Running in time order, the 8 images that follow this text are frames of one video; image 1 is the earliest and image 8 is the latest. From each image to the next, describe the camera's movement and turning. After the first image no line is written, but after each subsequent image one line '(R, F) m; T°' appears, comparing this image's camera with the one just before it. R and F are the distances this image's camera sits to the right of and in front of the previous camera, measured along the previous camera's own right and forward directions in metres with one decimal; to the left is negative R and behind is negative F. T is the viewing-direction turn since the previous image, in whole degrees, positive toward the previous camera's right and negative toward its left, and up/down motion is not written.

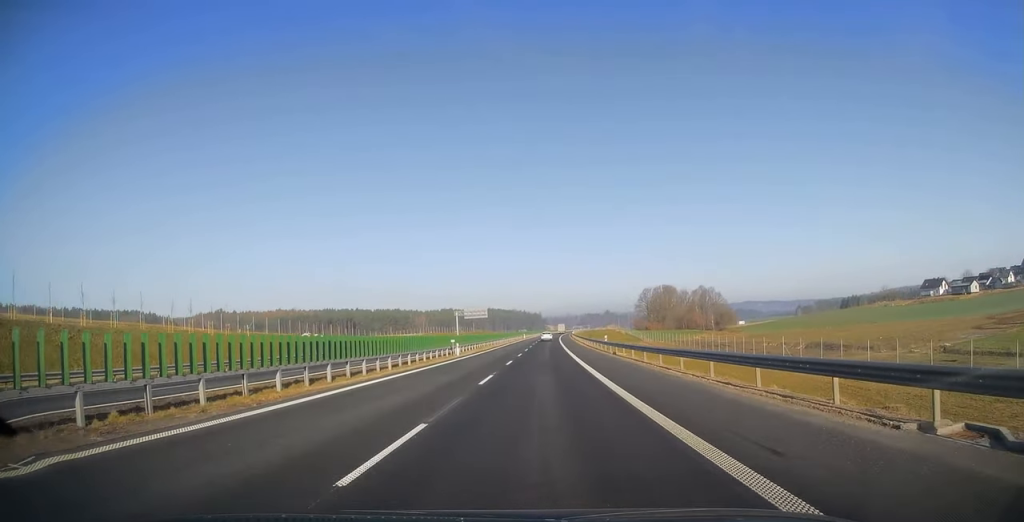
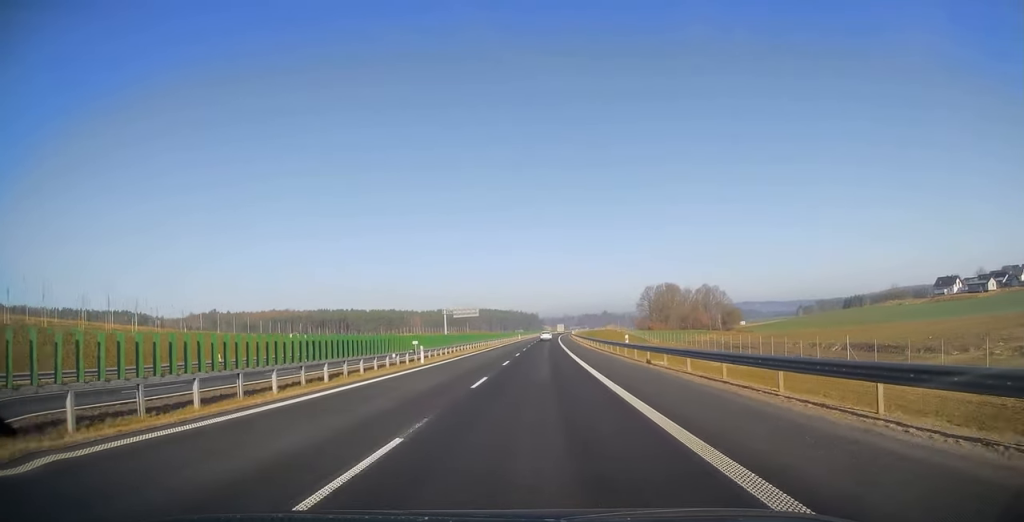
(0.0, +13.6) m; 0°
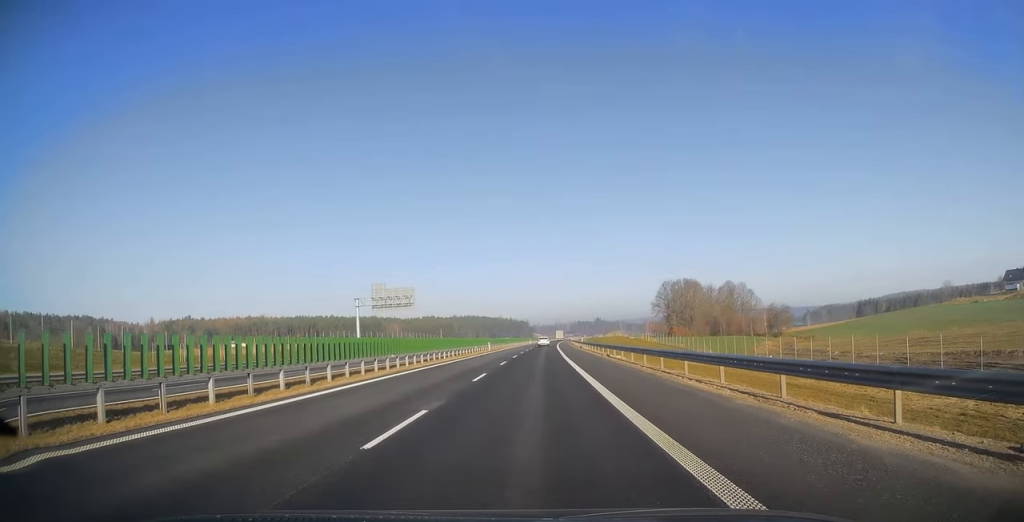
(+0.2, +57.0) m; 0°
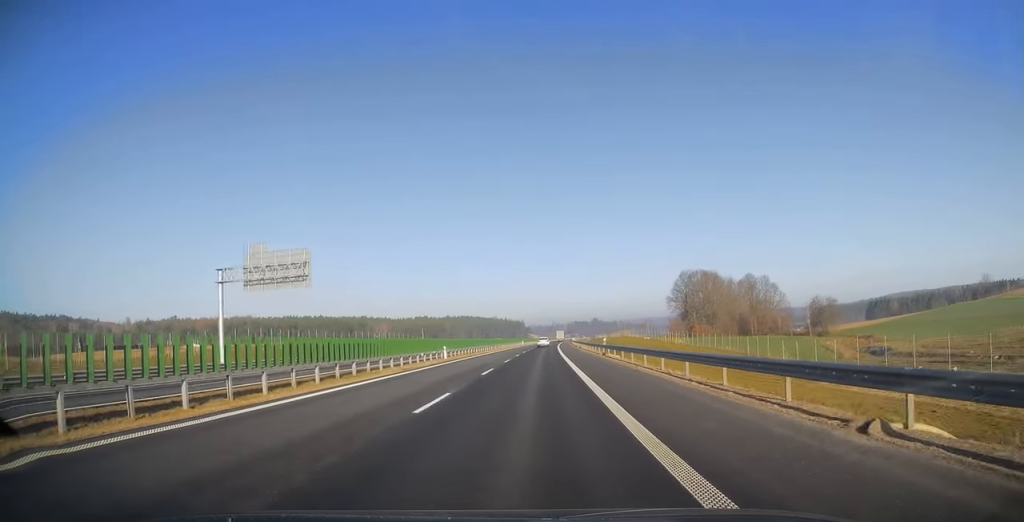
(+0.5, +32.5) m; +2°
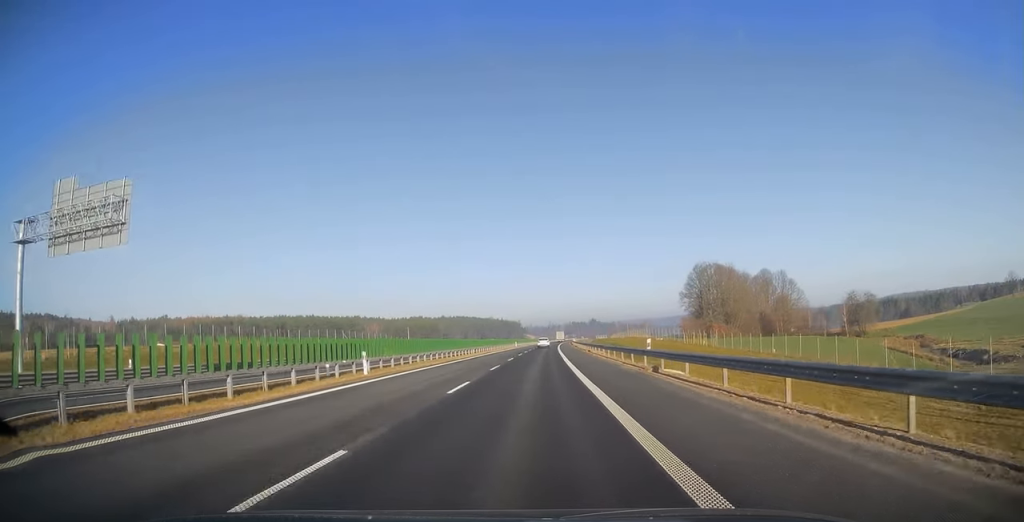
(+0.3, +20.1) m; 0°
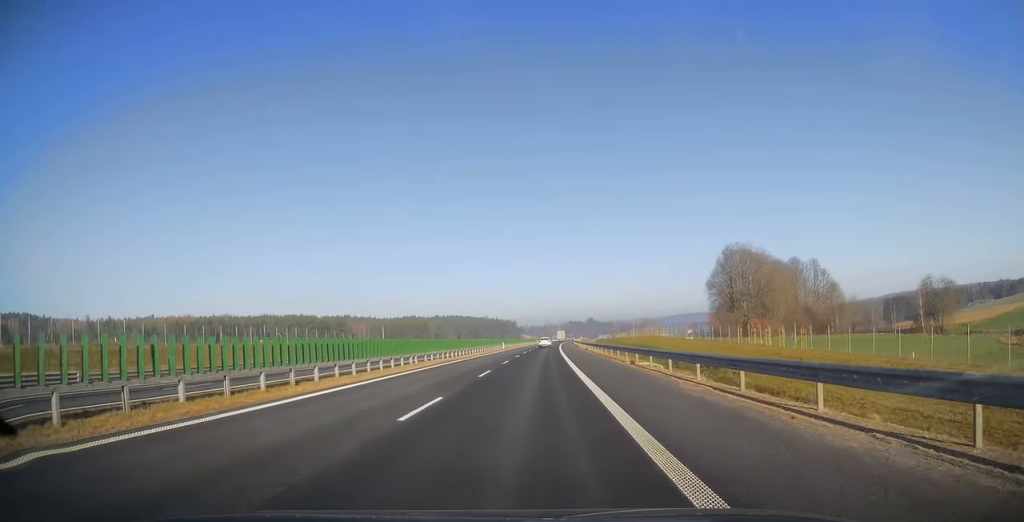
(-0.2, +29.3) m; 0°
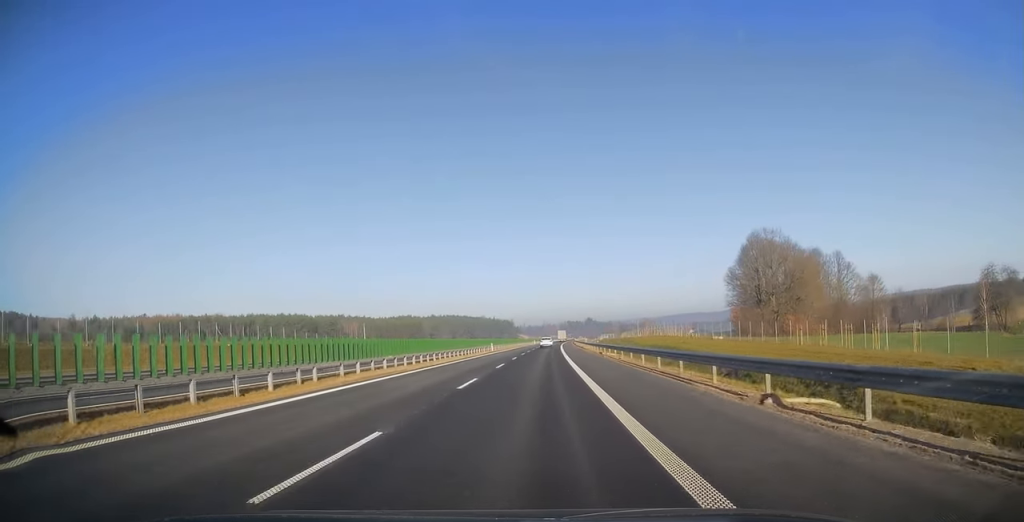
(-0.1, +17.5) m; 0°
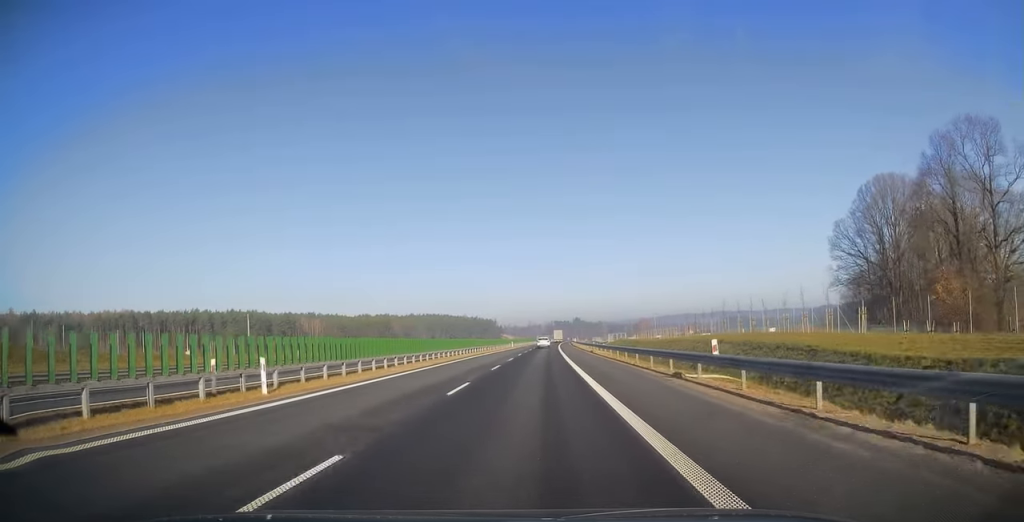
(+1.1, +62.2) m; +2°
